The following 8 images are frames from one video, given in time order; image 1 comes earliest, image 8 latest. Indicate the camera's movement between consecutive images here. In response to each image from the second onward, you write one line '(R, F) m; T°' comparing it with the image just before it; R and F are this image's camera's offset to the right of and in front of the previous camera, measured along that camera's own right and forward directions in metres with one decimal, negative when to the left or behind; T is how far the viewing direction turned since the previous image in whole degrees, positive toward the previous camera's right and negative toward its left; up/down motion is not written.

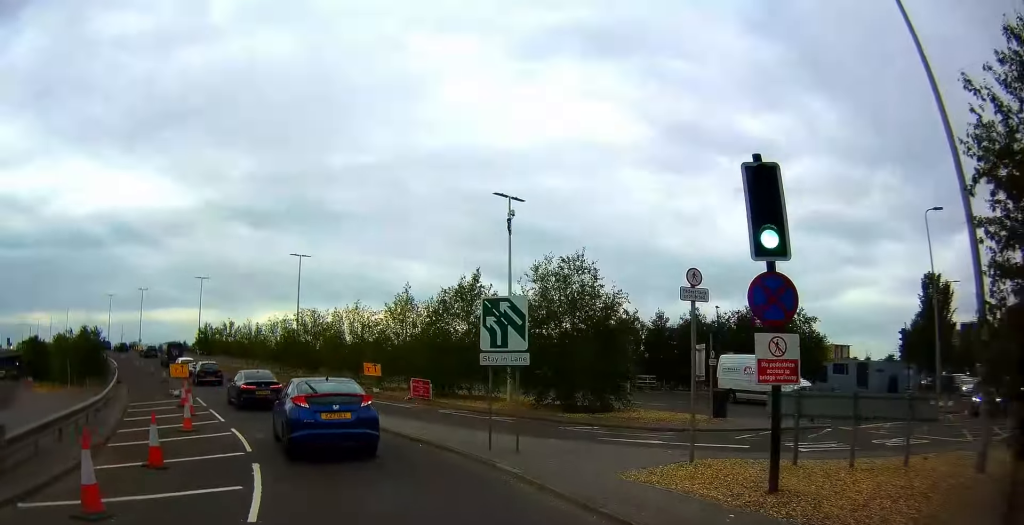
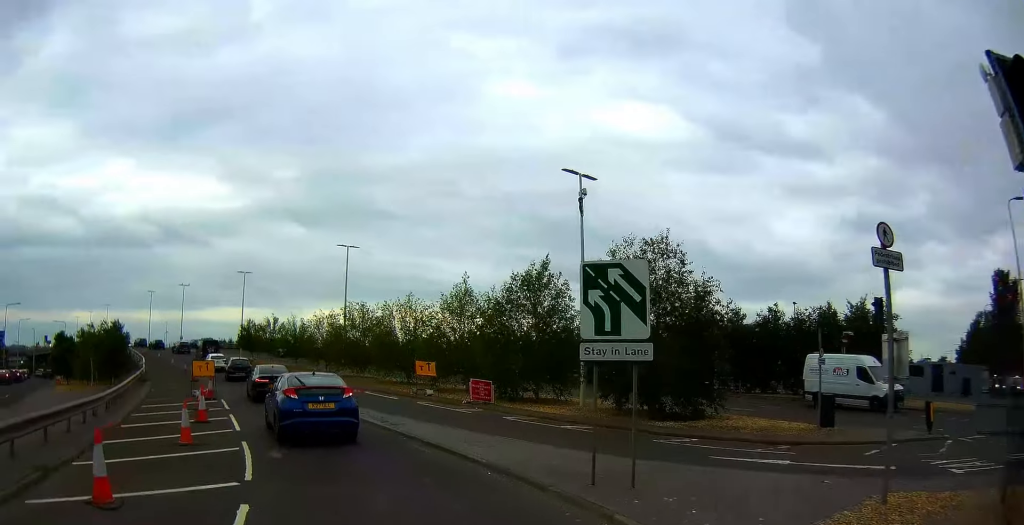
(-0.3, +3.6) m; -7°
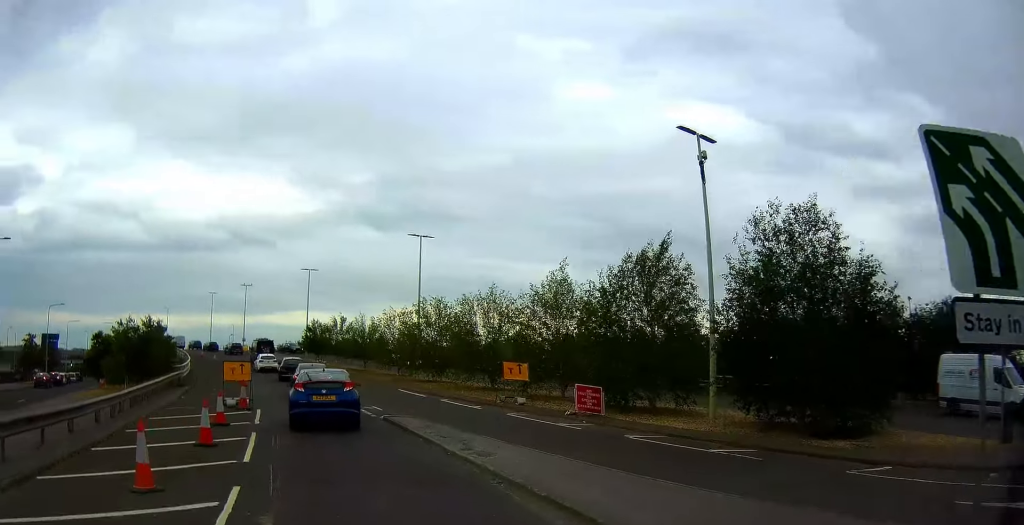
(-0.2, +4.5) m; -5°
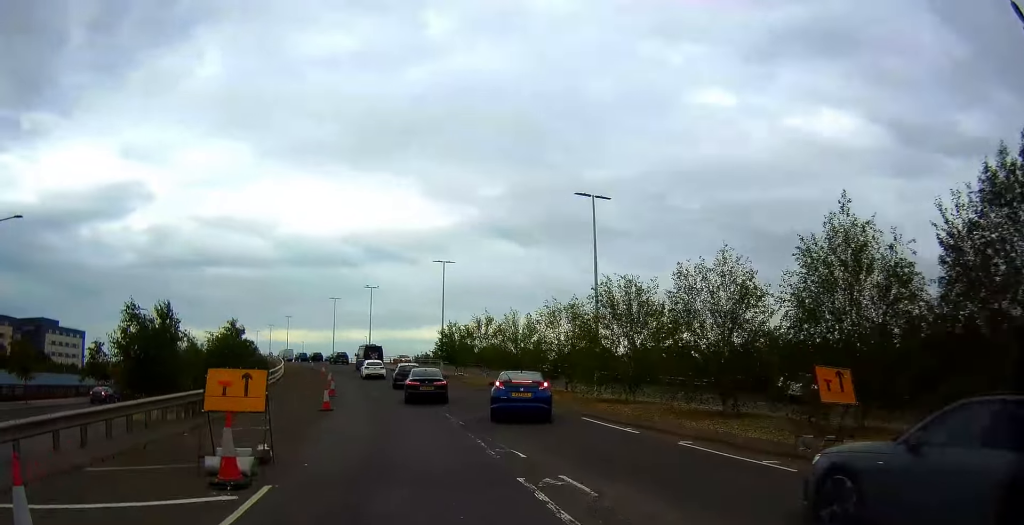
(-2.0, +11.0) m; -19°
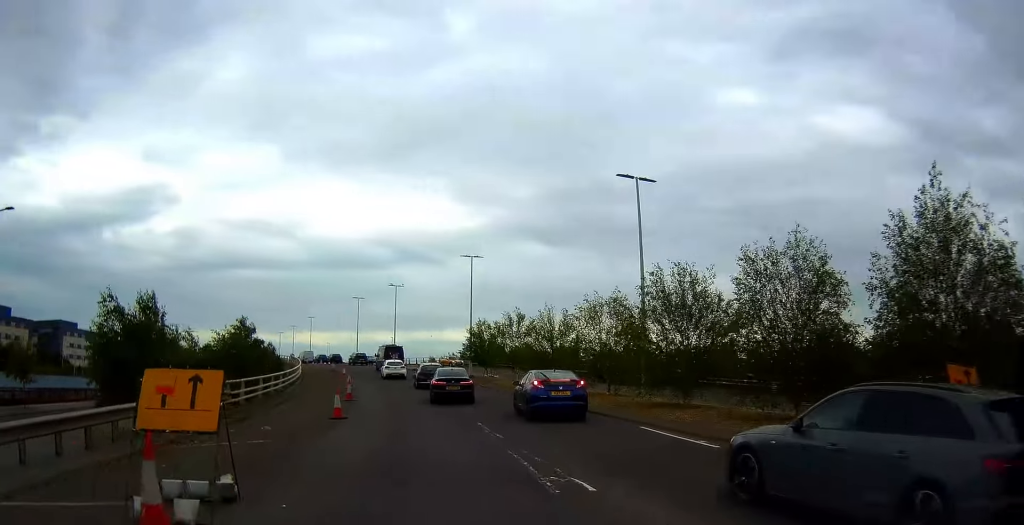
(0.0, +3.1) m; -4°
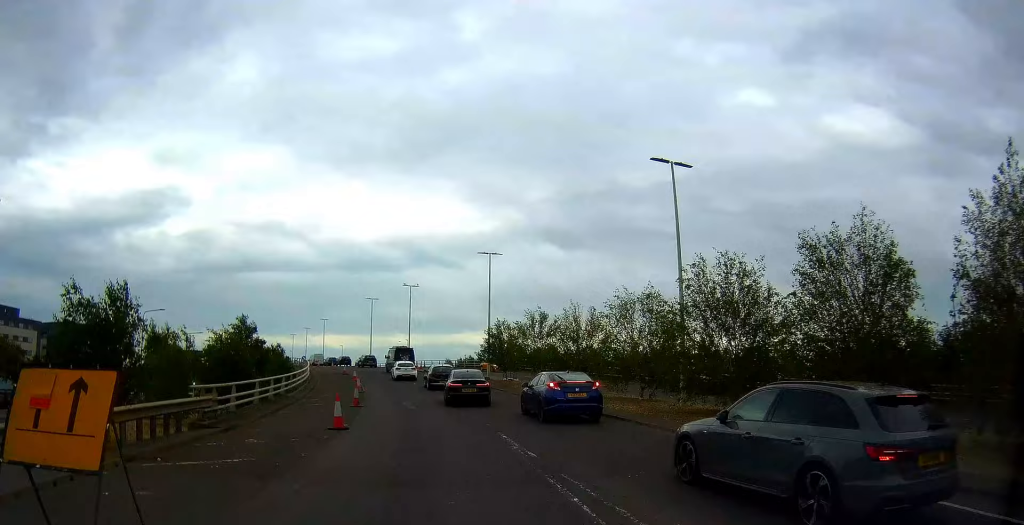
(-0.4, +2.8) m; -4°
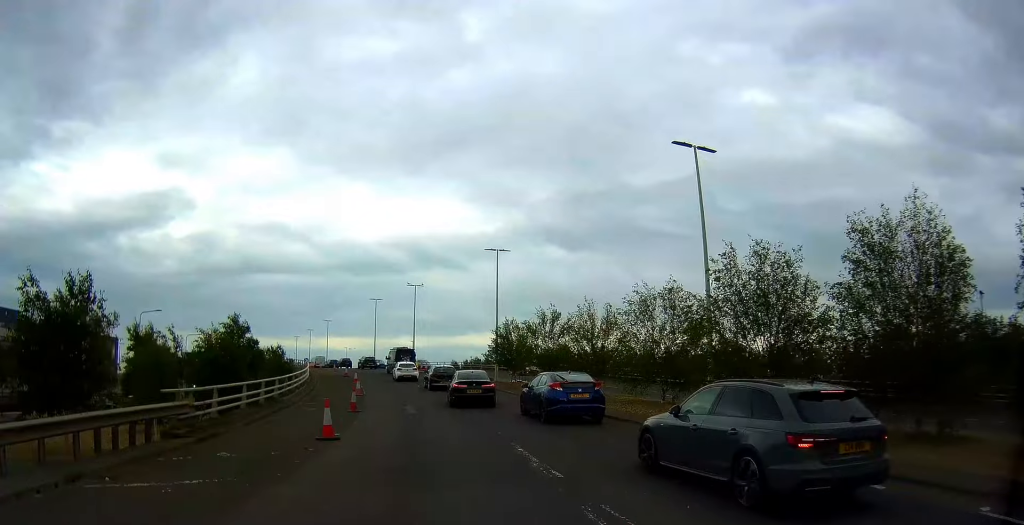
(0.0, +2.1) m; -1°
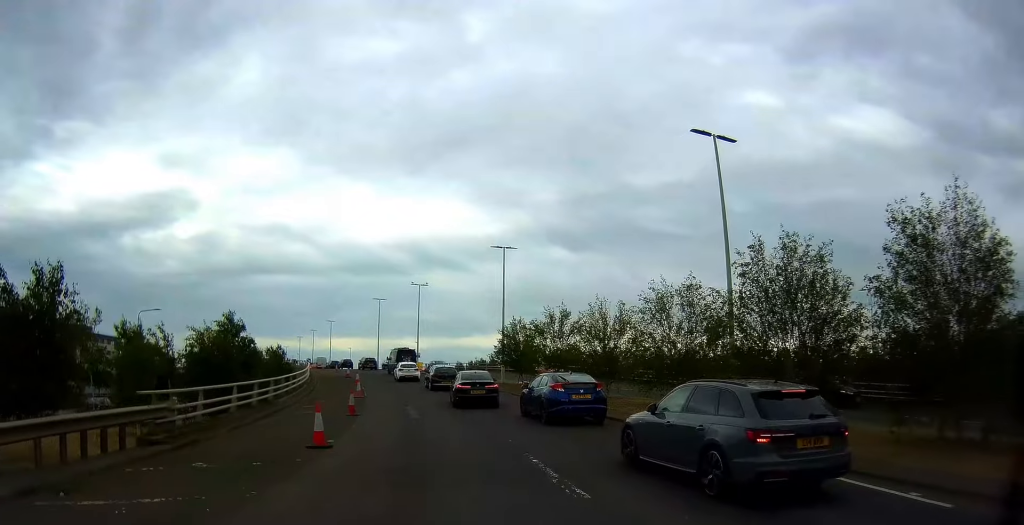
(+0.1, +1.7) m; +1°
